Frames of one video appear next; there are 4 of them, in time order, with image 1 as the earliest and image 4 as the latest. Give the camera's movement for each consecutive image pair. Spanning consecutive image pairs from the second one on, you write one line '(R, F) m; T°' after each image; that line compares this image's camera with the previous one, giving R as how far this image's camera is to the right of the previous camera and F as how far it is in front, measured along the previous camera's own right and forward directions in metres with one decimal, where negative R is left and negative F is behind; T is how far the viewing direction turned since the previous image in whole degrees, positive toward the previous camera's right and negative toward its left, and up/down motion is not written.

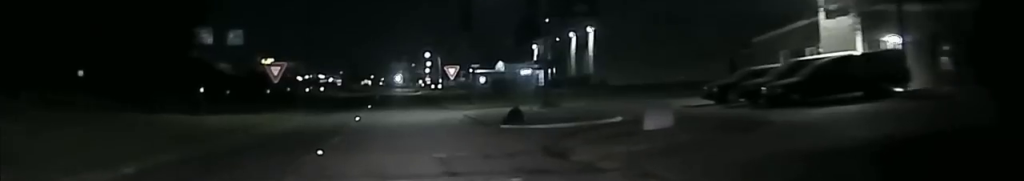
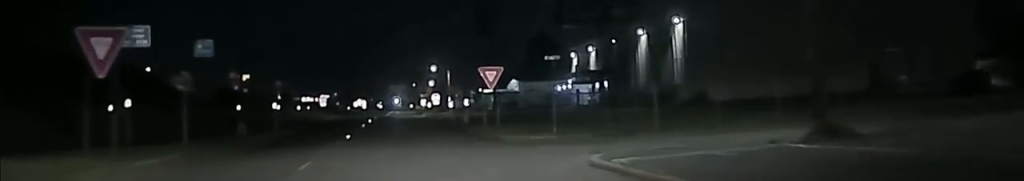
(+0.4, +32.1) m; -1°
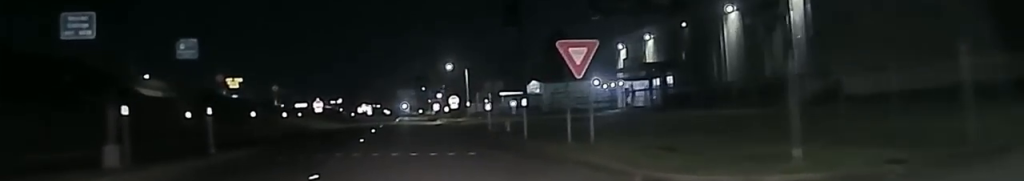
(-0.1, +18.7) m; -2°
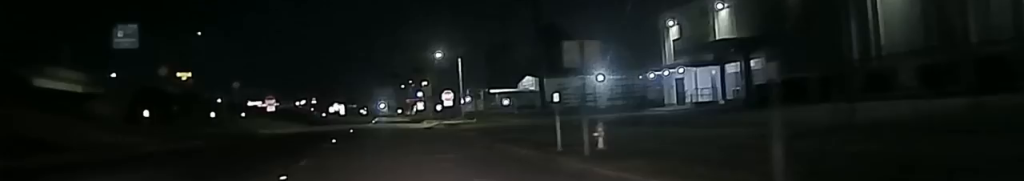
(+0.2, +22.6) m; +2°
